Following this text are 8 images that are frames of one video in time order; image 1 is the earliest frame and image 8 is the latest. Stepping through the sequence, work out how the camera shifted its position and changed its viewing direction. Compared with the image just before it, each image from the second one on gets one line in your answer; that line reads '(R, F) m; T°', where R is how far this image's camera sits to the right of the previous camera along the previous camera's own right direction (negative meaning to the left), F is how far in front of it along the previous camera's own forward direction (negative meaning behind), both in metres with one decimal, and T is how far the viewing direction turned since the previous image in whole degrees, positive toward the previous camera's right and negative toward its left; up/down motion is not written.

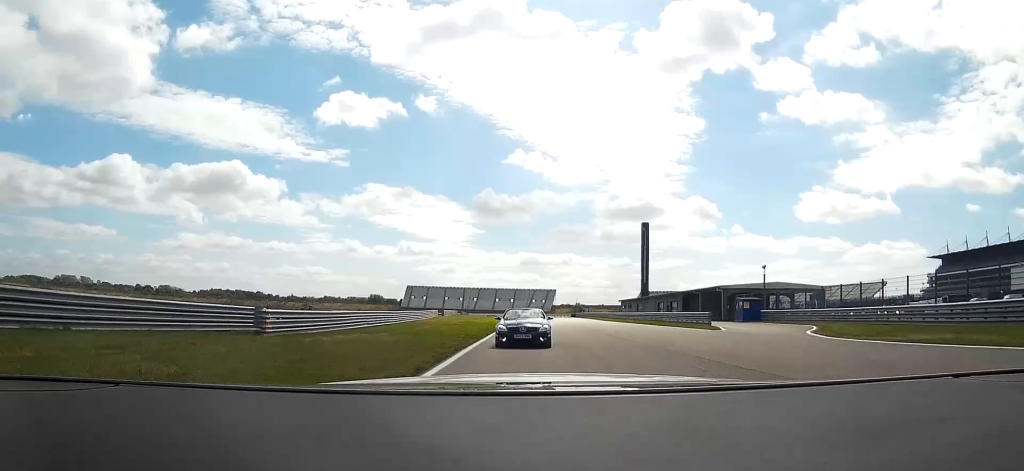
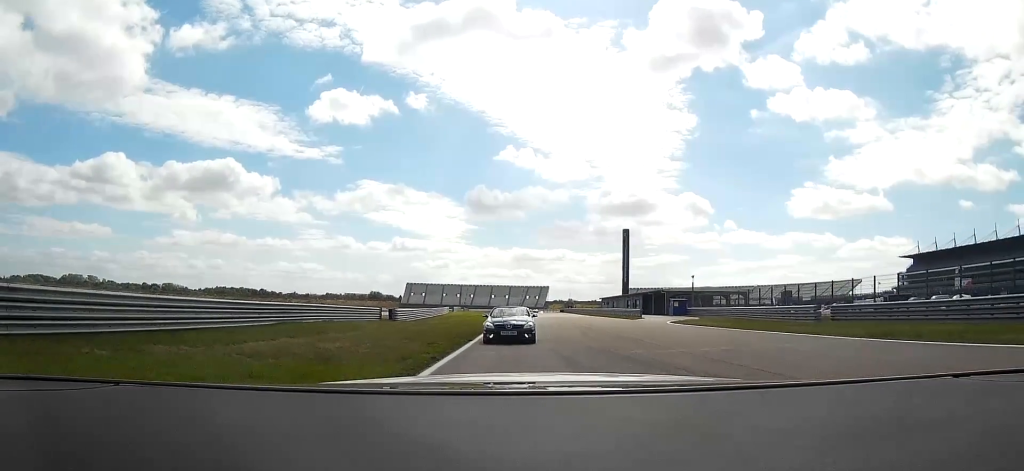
(+0.2, +24.7) m; 0°
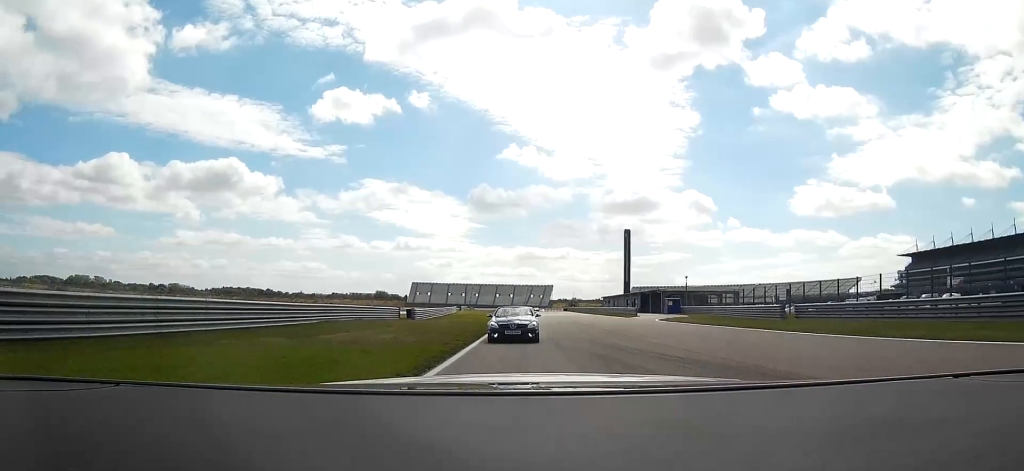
(0.0, +5.9) m; 0°
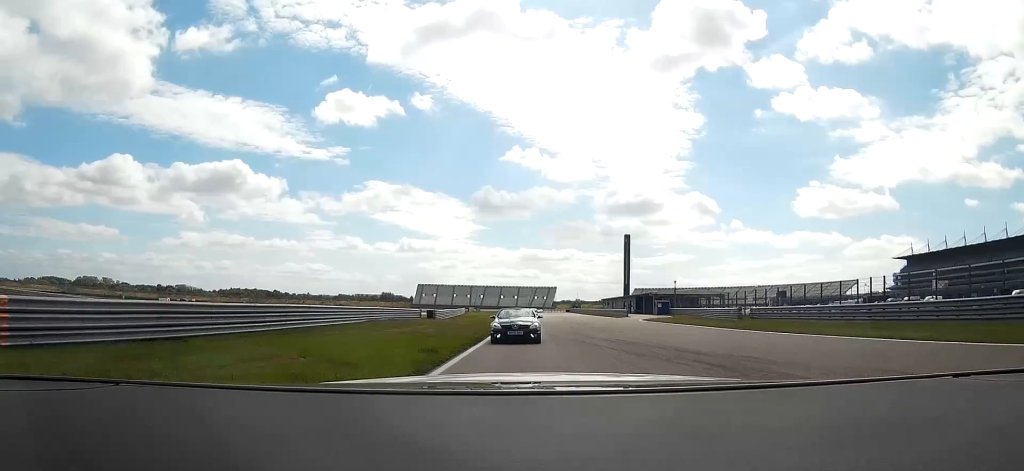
(0.0, +9.6) m; 0°
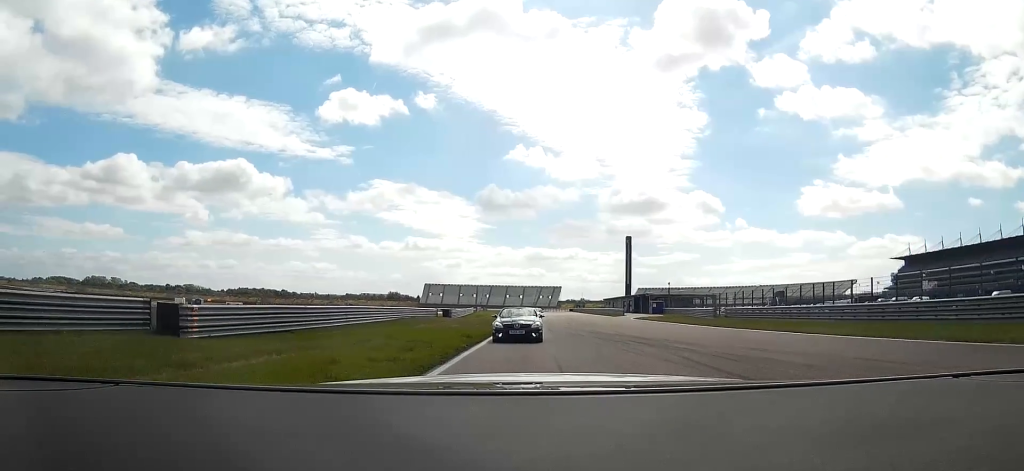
(0.0, +8.3) m; -1°
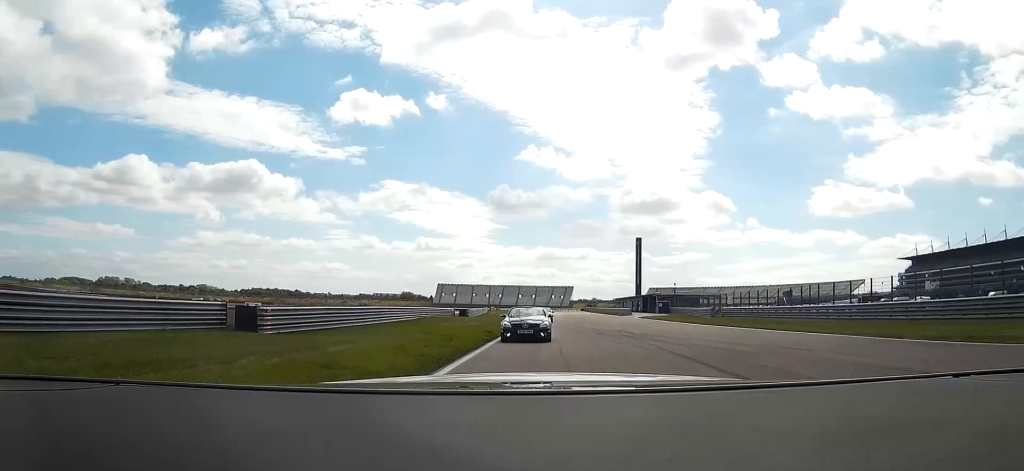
(-0.1, +4.8) m; -2°
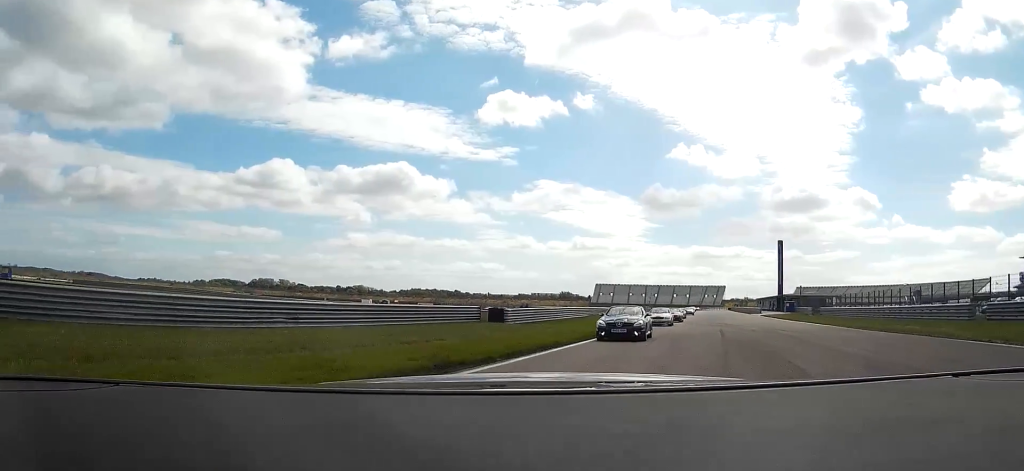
(-0.8, +17.5) m; -9°
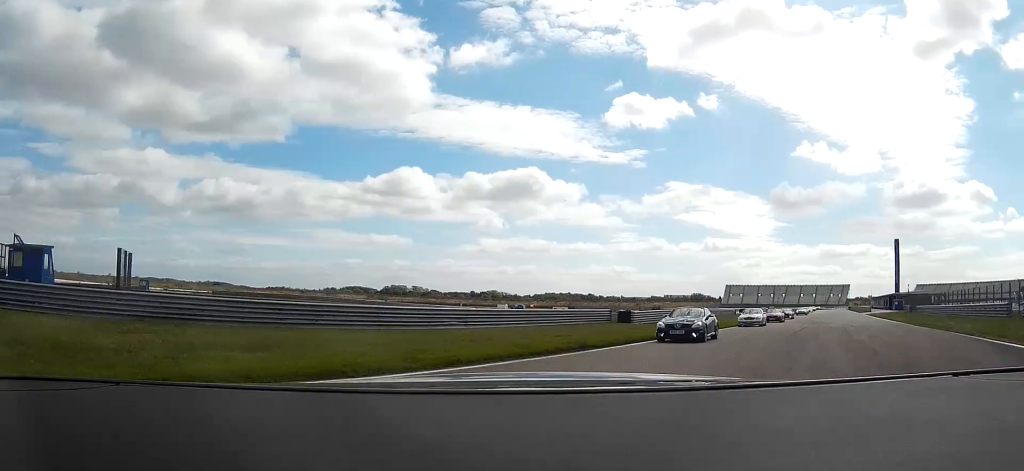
(-0.5, +7.1) m; -8°
